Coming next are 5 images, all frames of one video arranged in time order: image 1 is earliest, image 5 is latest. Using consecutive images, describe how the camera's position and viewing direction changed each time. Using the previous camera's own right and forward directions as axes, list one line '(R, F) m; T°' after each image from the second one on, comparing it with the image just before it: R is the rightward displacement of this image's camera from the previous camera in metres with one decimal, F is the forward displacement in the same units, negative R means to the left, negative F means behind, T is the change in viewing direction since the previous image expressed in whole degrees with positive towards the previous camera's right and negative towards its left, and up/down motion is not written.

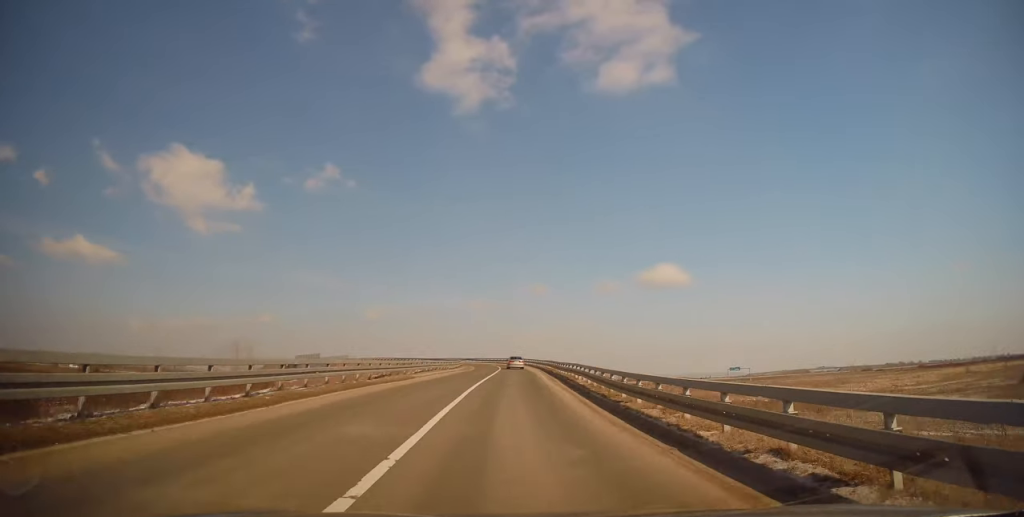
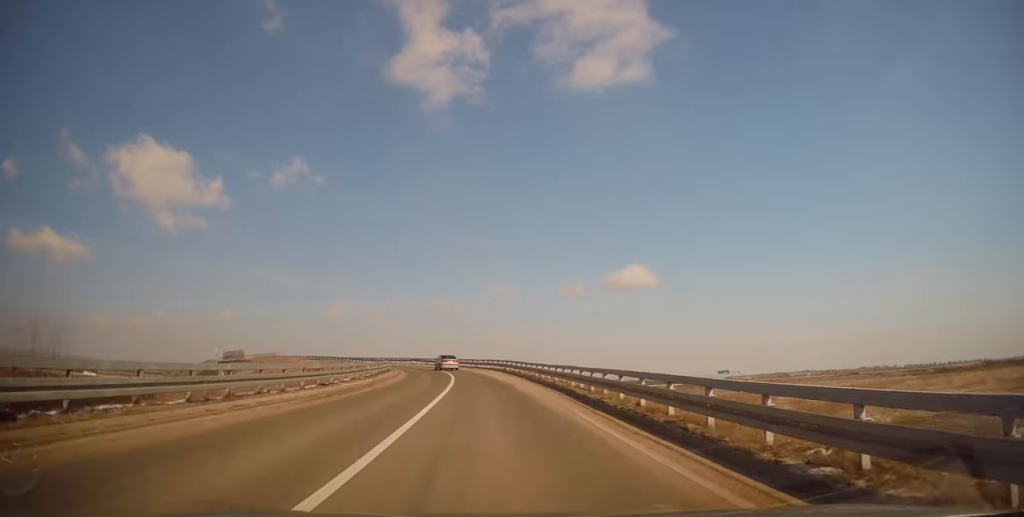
(+1.8, +35.6) m; +5°
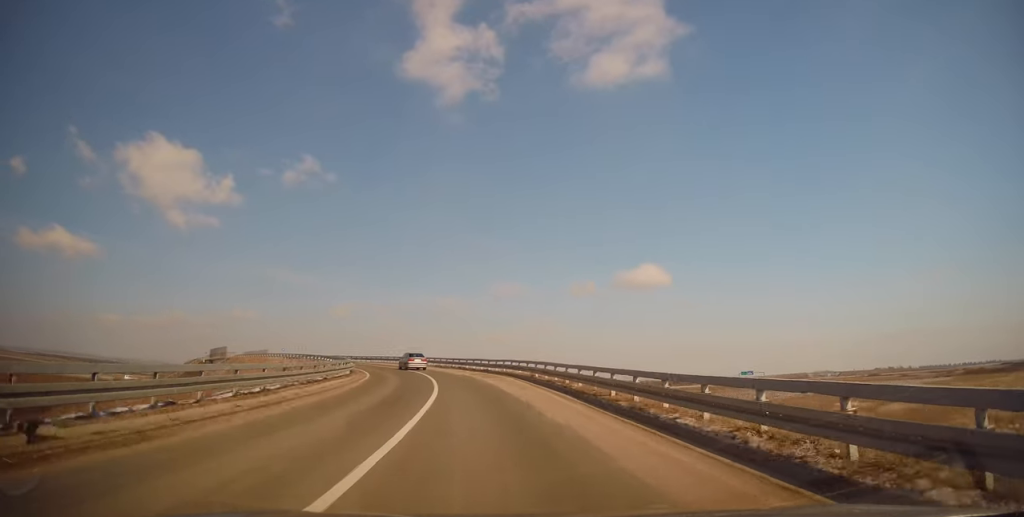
(+0.2, +17.8) m; -2°
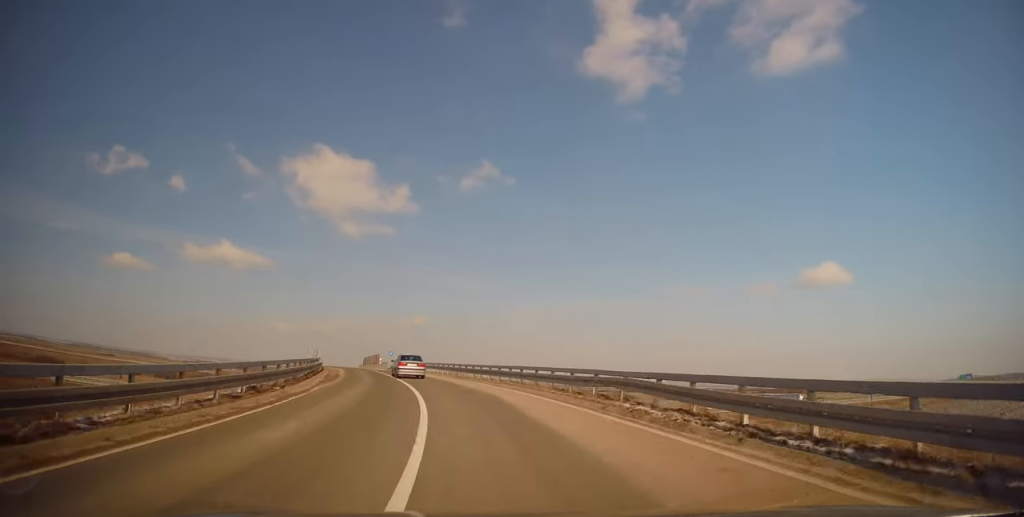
(-5.8, +48.3) m; -18°
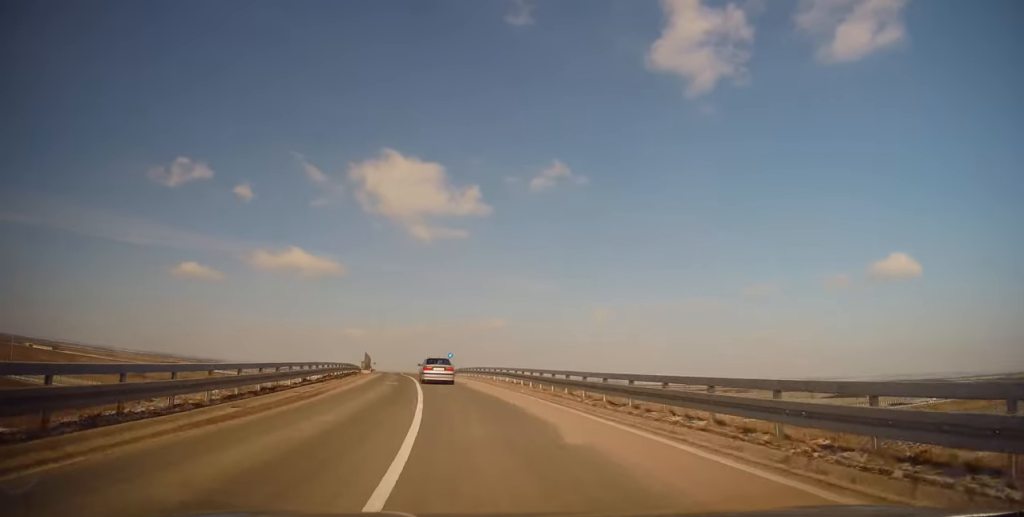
(-1.1, +15.1) m; -7°
